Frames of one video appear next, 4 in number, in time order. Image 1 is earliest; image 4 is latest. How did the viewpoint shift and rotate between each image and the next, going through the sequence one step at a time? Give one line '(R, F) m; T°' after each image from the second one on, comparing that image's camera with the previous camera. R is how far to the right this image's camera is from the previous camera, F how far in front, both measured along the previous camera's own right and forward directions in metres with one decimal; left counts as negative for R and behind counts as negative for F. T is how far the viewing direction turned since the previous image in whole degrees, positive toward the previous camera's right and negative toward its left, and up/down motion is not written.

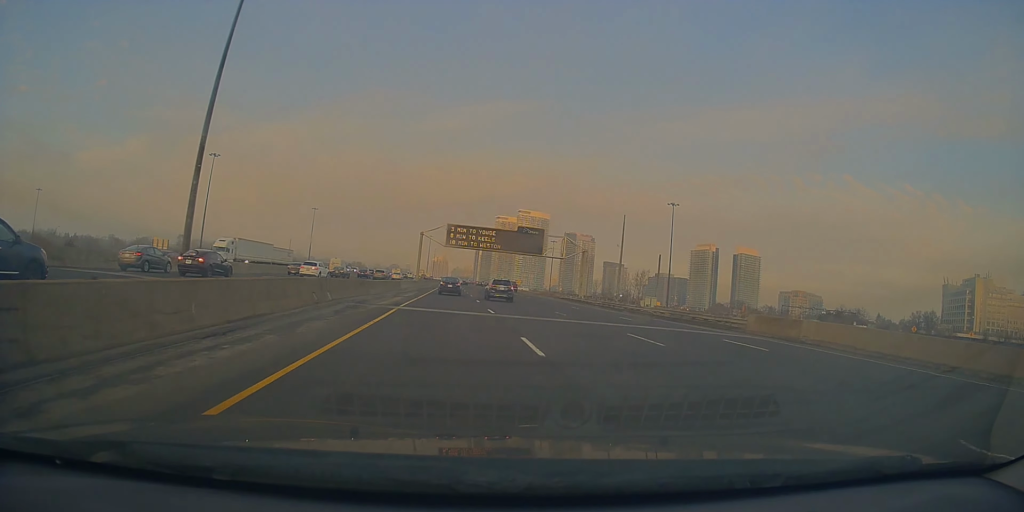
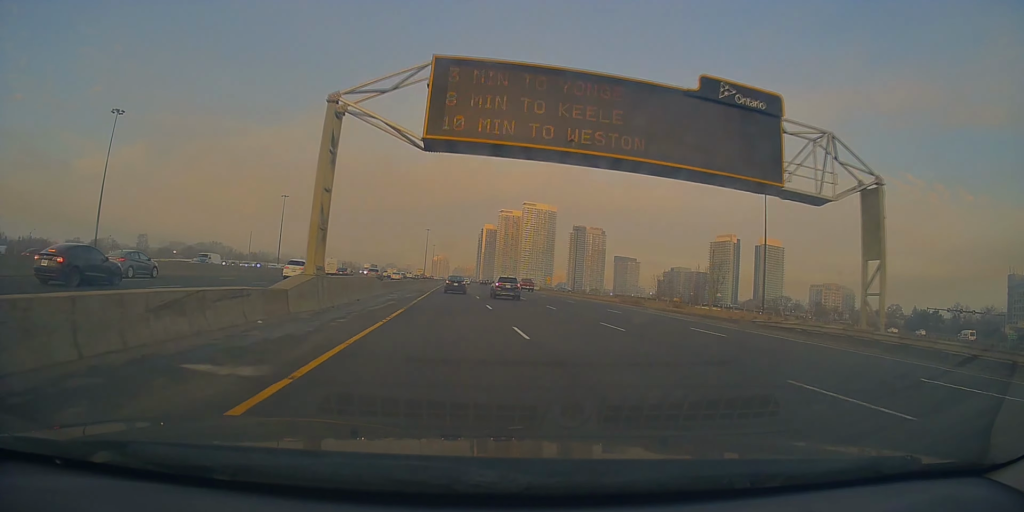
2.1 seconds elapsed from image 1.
(-0.1, +57.4) m; -1°
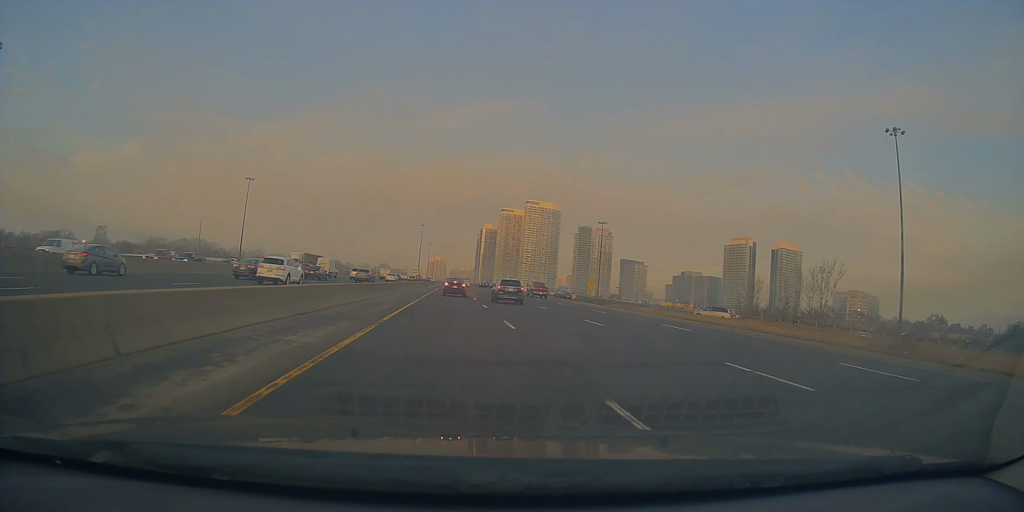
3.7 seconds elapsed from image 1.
(+0.2, +45.3) m; +1°
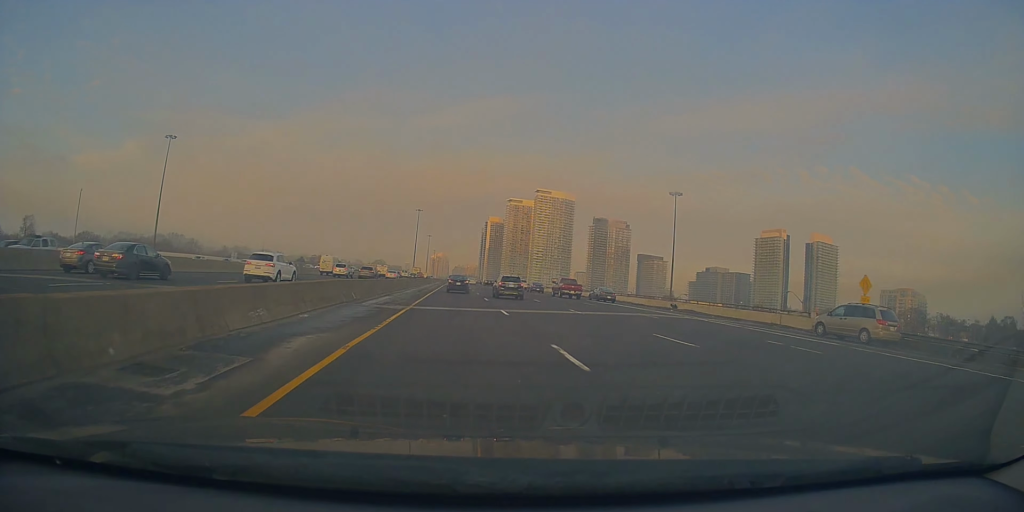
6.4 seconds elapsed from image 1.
(-1.0, +68.1) m; 0°
